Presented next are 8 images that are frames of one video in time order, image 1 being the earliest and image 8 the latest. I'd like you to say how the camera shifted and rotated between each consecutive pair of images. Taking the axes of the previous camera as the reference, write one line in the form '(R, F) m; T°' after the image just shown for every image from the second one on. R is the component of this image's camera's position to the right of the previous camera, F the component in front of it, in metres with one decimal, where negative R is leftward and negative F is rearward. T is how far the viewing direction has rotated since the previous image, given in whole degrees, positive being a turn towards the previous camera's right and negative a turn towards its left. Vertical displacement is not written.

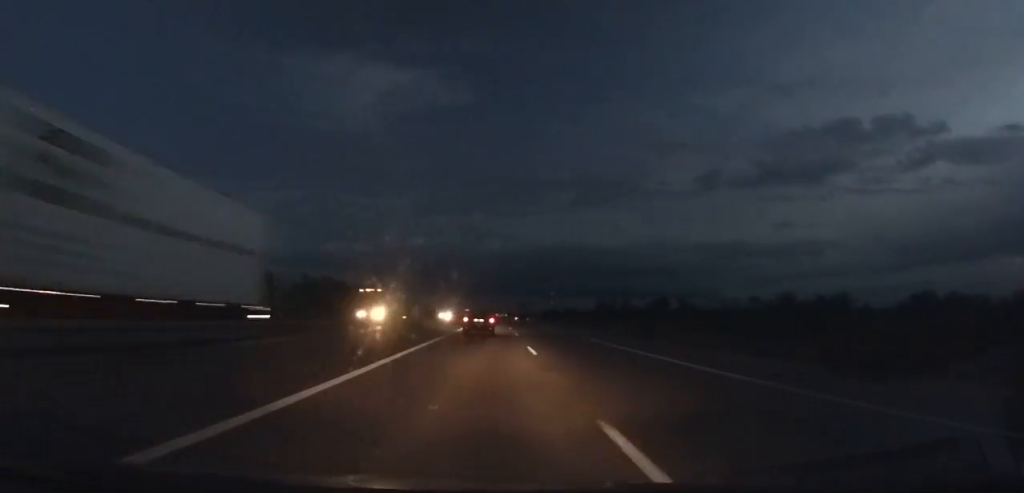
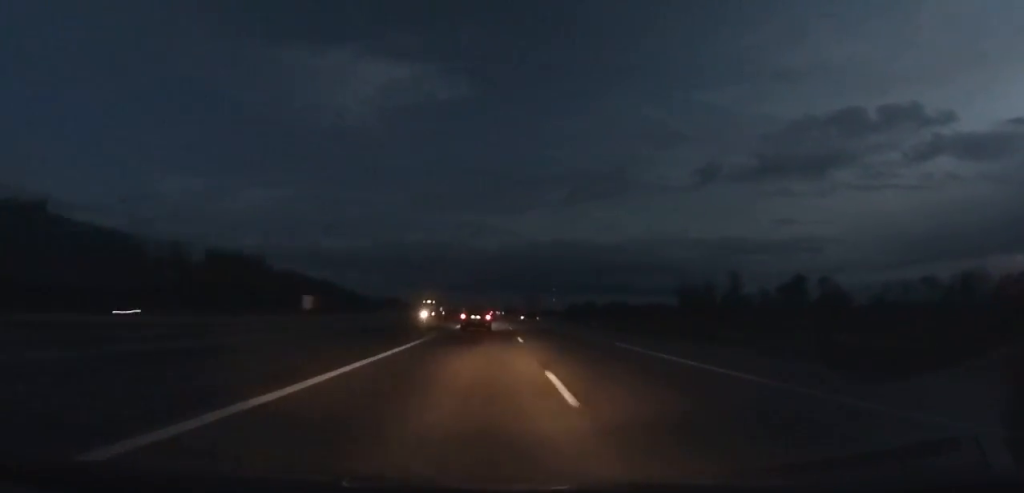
(0.0, +79.0) m; 0°
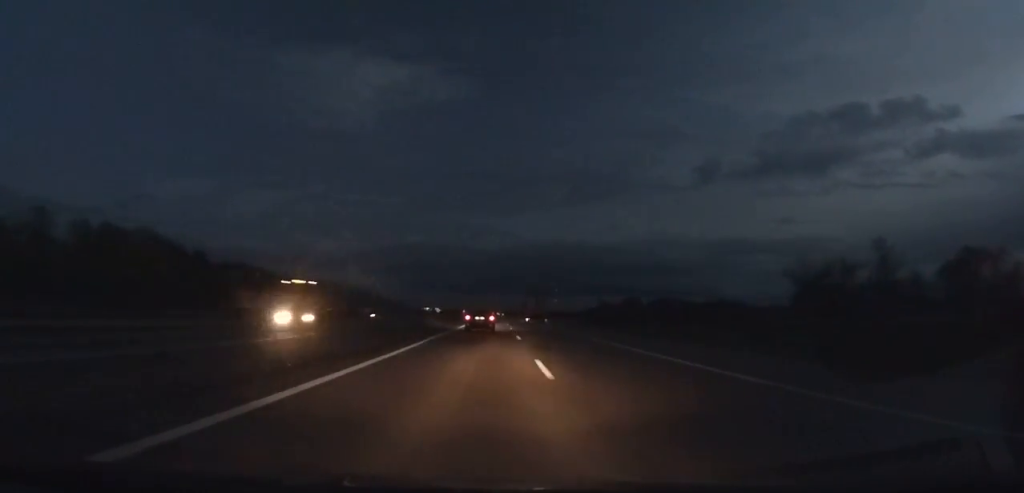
(-0.1, +40.8) m; 0°
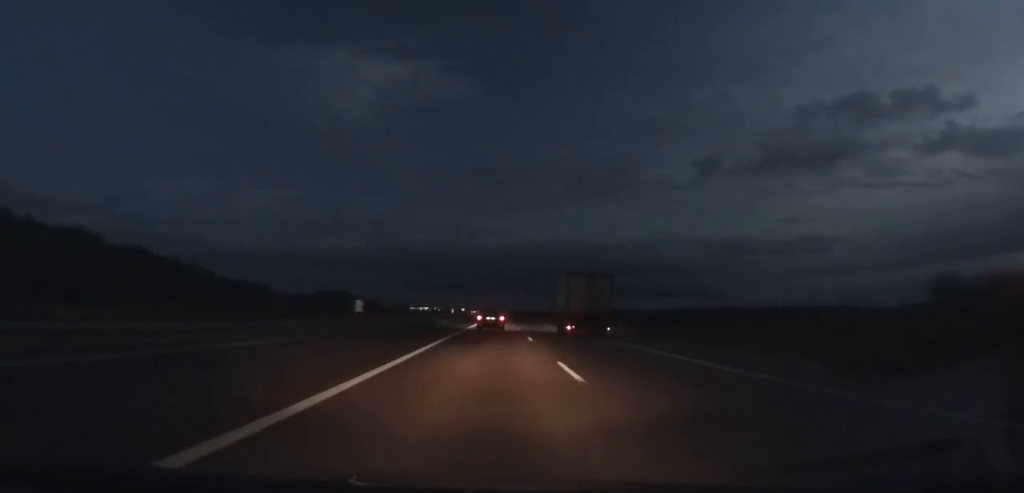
(-0.4, +107.4) m; 0°
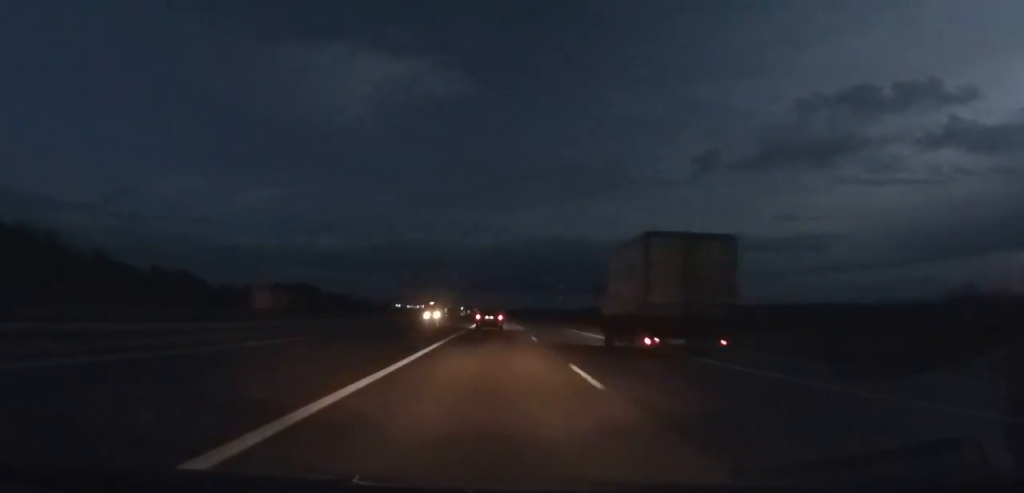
(0.0, +47.1) m; 0°
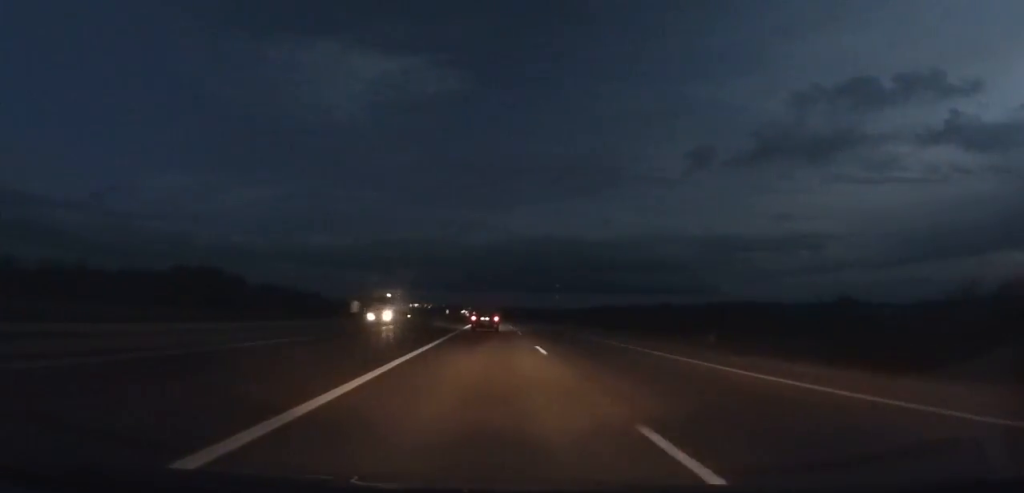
(0.0, +71.3) m; 0°
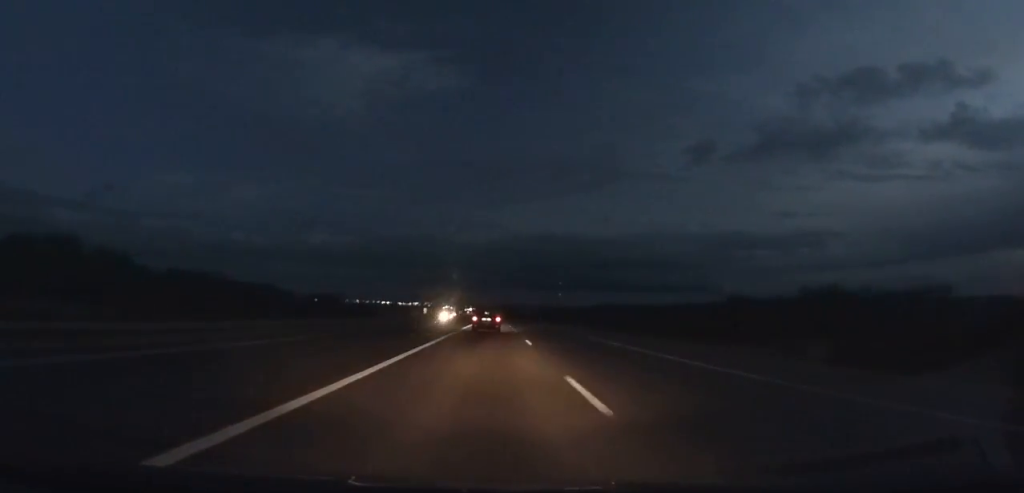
(+0.2, +57.0) m; 0°
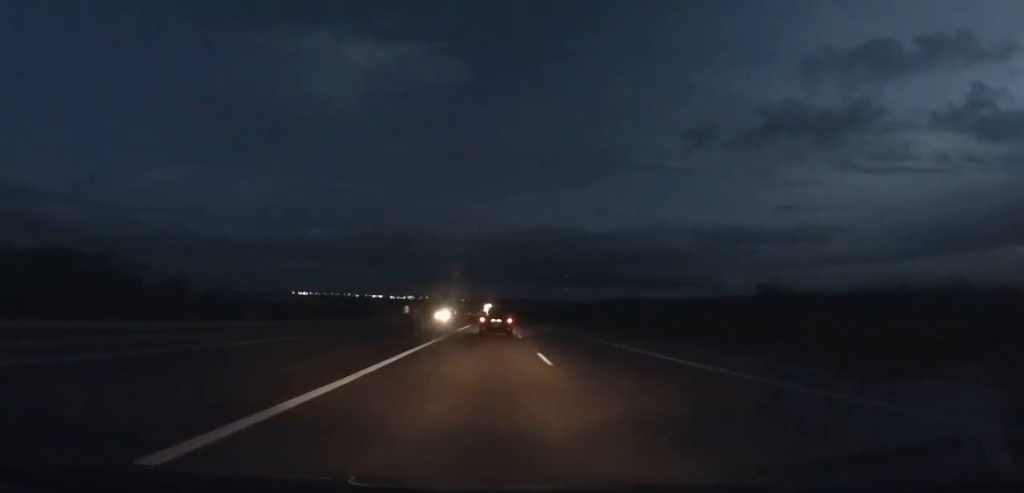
(-0.3, +168.6) m; 0°
